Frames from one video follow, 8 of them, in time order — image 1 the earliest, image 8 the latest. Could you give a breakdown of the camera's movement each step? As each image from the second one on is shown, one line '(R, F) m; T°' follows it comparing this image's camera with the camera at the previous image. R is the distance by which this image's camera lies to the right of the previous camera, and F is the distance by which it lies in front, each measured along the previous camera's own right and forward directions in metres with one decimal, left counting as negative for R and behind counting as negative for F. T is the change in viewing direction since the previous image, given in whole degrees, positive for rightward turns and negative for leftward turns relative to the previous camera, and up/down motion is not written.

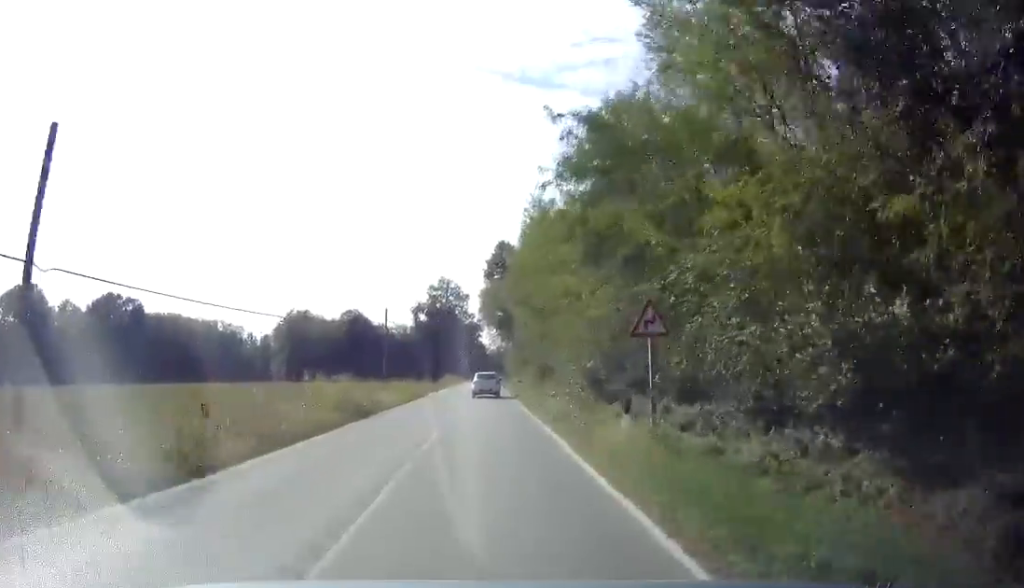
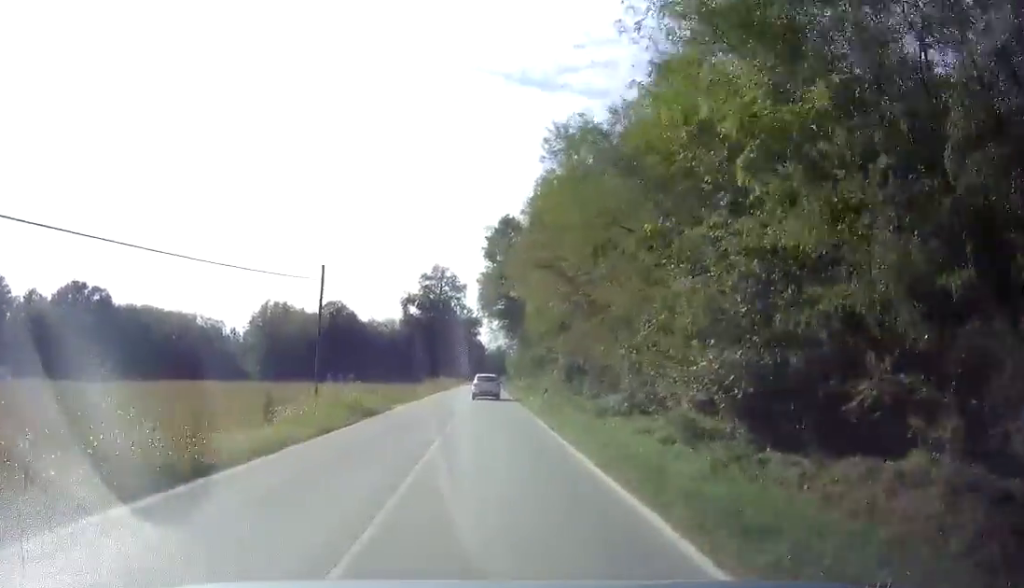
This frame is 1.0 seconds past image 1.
(-0.2, +17.4) m; 0°
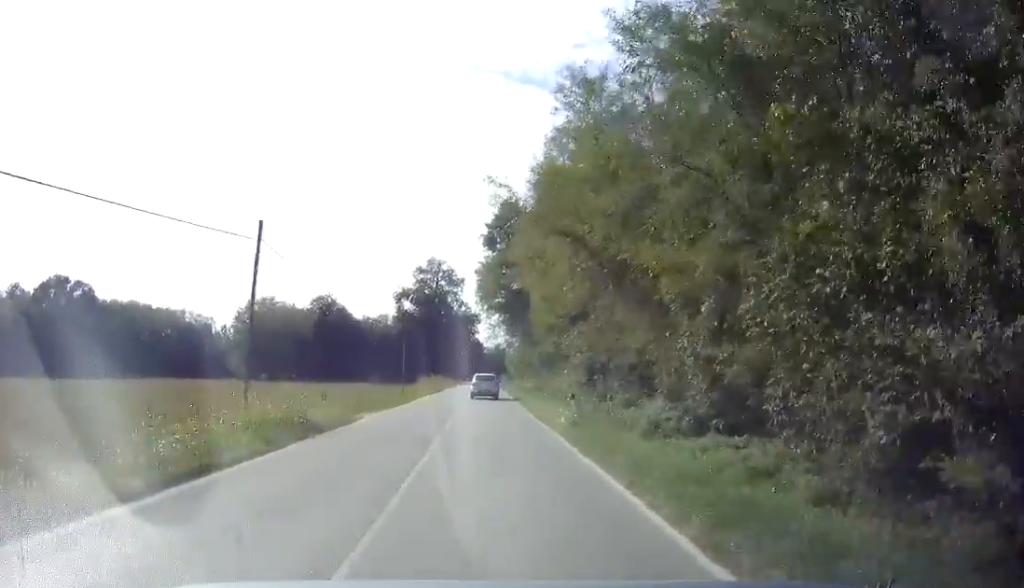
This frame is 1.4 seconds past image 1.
(-0.1, +7.6) m; +1°
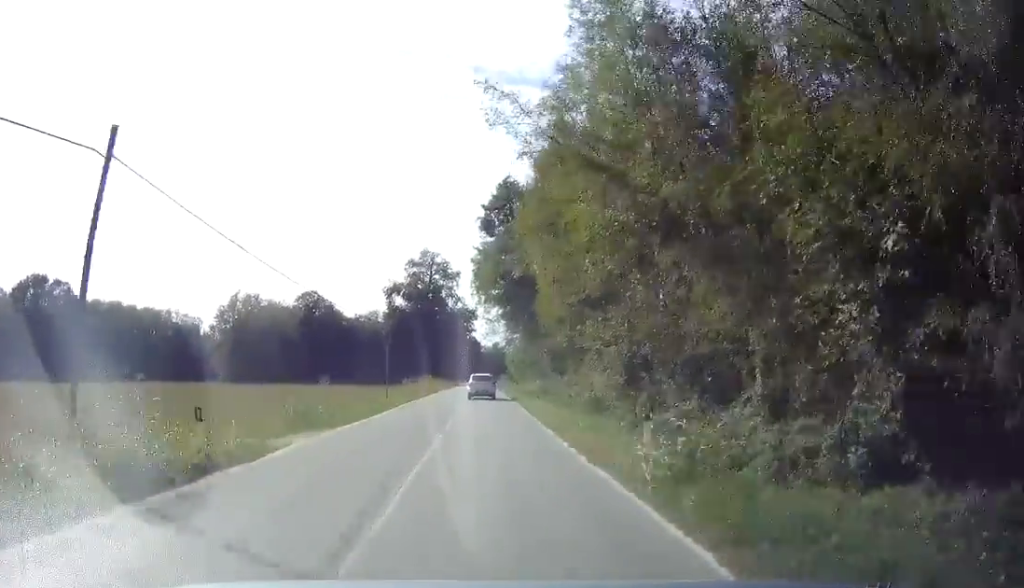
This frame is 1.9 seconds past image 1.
(+0.1, +8.1) m; +1°
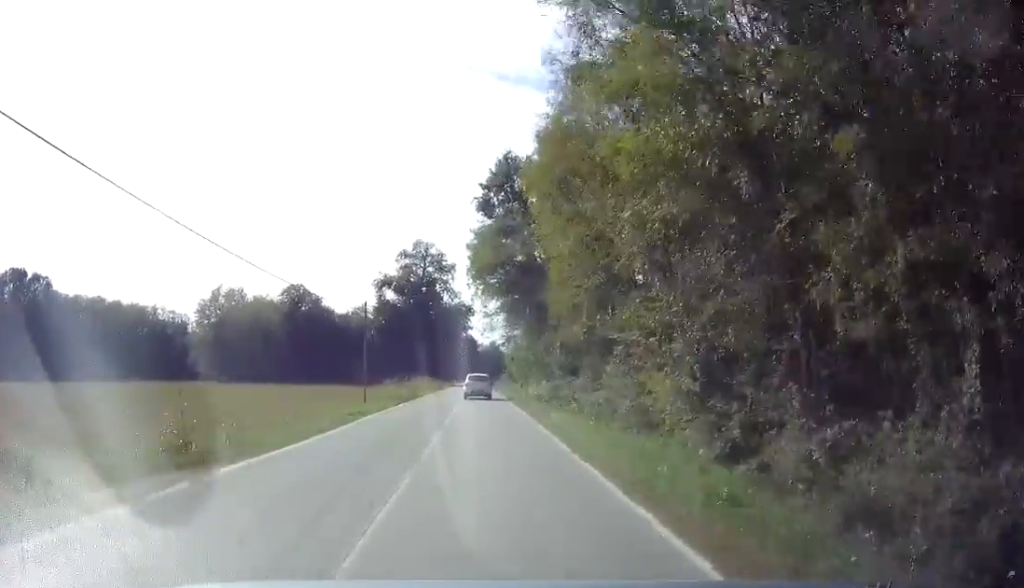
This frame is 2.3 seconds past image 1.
(+0.1, +7.5) m; +1°
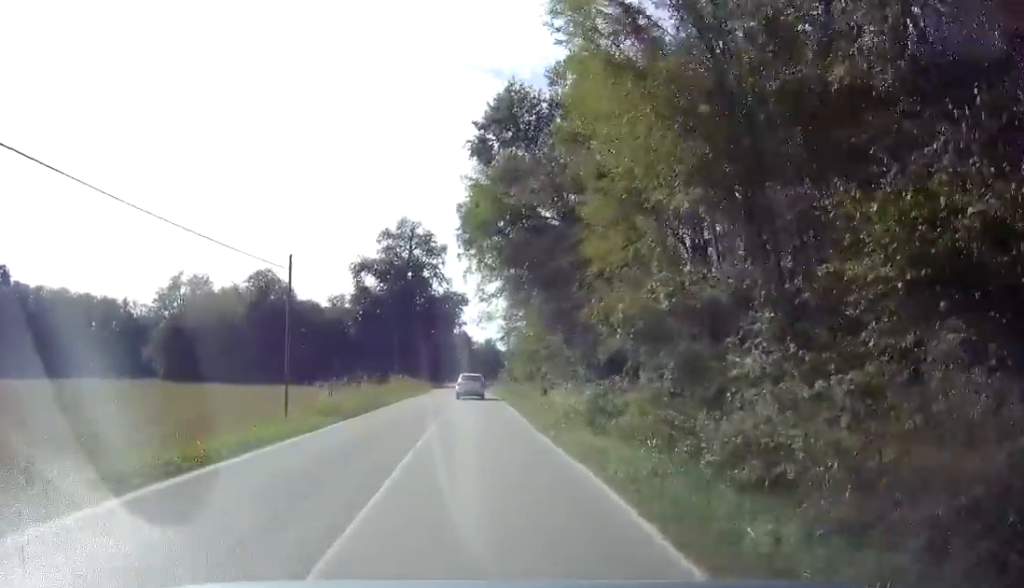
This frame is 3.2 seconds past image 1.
(+0.1, +15.1) m; -1°
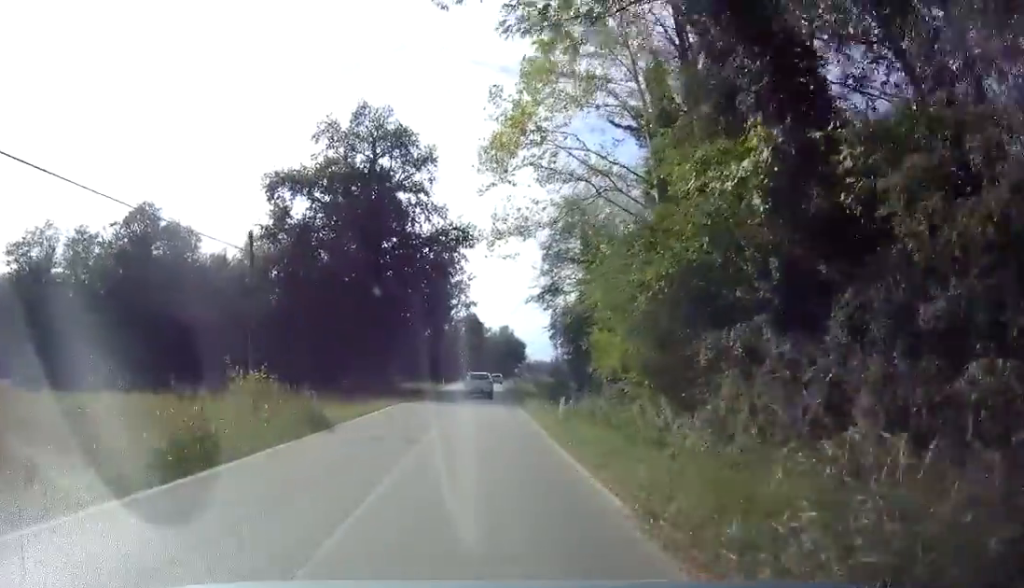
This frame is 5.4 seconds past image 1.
(-1.1, +38.6) m; -2°
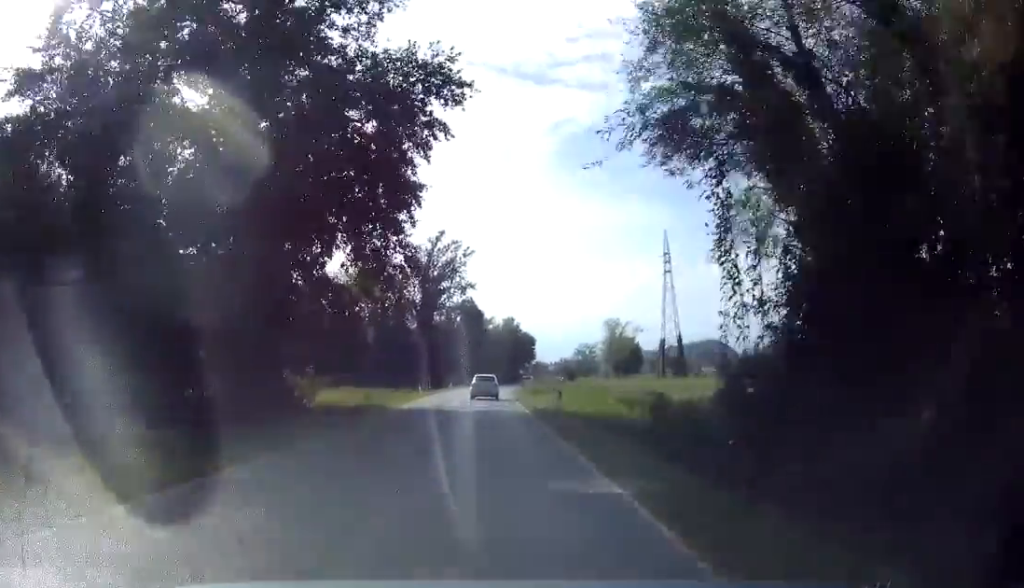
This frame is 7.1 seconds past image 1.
(+0.3, +27.6) m; 0°
